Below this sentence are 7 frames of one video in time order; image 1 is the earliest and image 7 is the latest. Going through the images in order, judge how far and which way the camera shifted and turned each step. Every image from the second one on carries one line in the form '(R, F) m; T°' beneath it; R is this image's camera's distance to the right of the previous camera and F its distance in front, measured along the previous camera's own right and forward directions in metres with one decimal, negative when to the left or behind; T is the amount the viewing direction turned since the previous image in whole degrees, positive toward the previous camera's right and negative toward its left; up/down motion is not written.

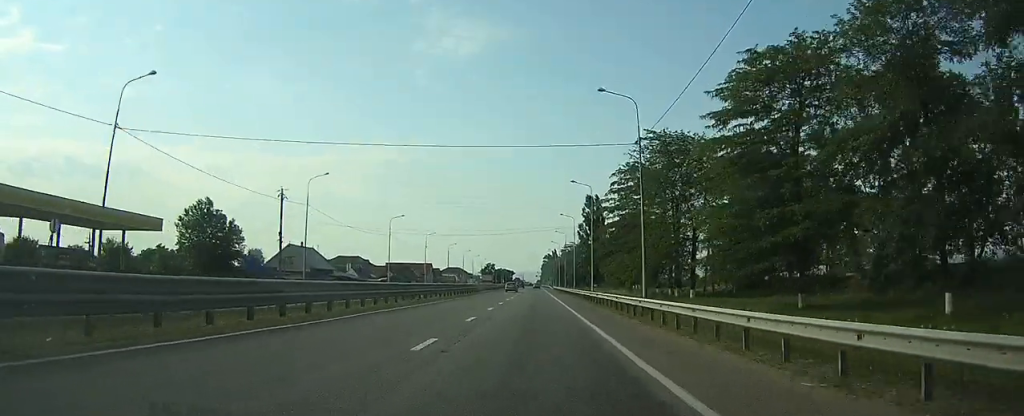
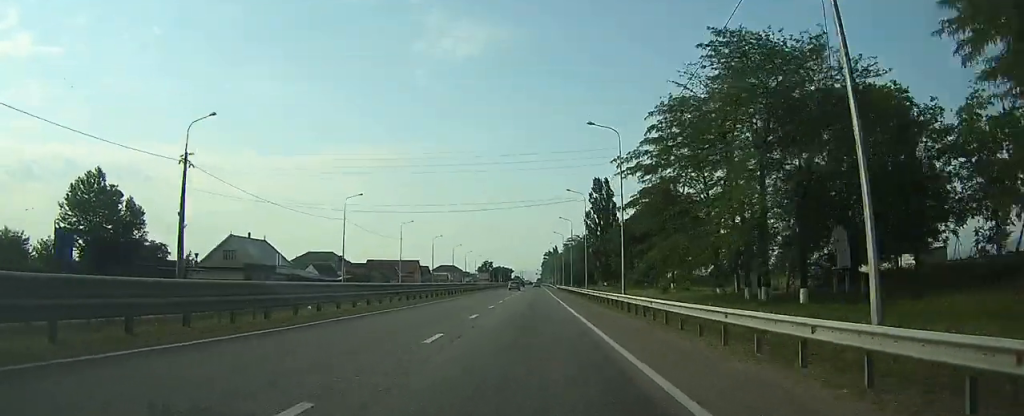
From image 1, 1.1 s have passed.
(0.0, +22.7) m; 0°
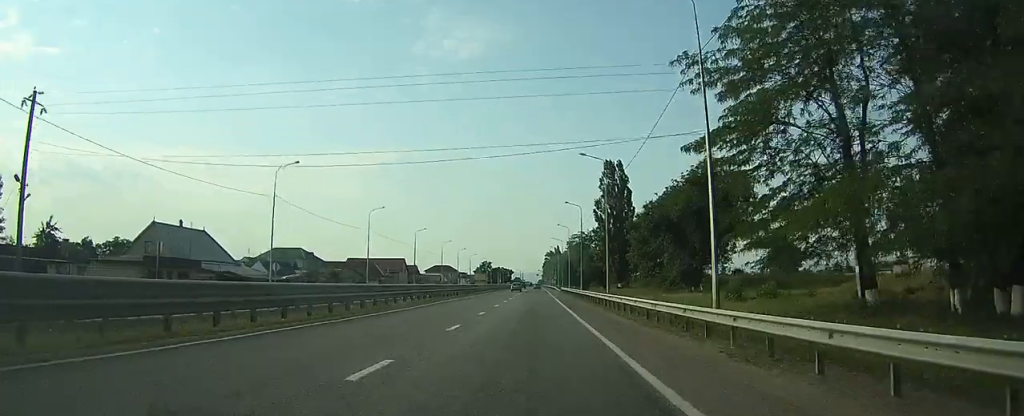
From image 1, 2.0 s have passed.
(0.0, +20.6) m; 0°
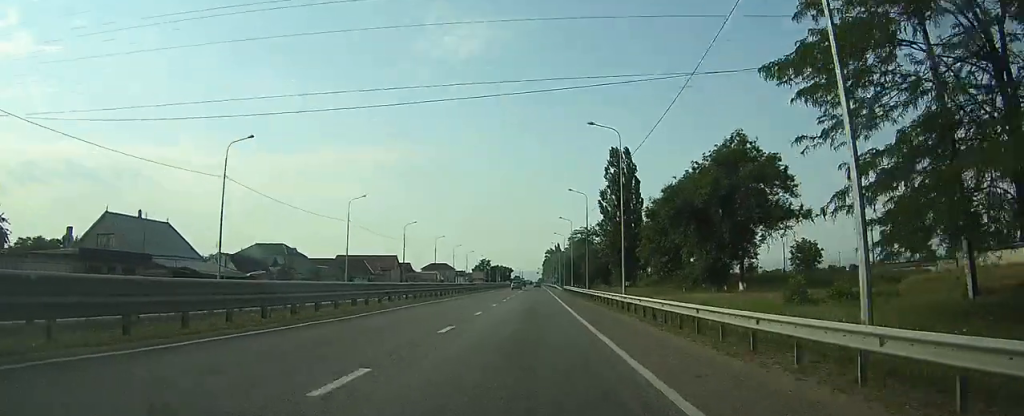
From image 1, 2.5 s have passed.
(0.0, +9.2) m; 0°
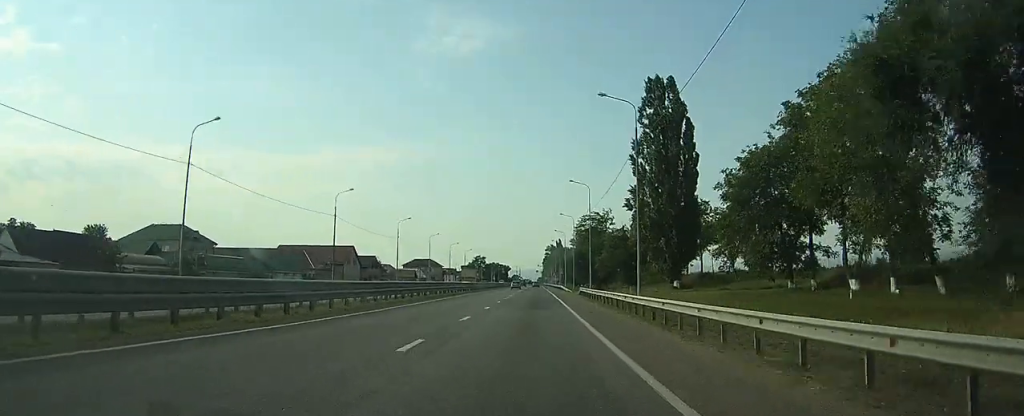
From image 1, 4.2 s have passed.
(0.0, +36.3) m; 0°
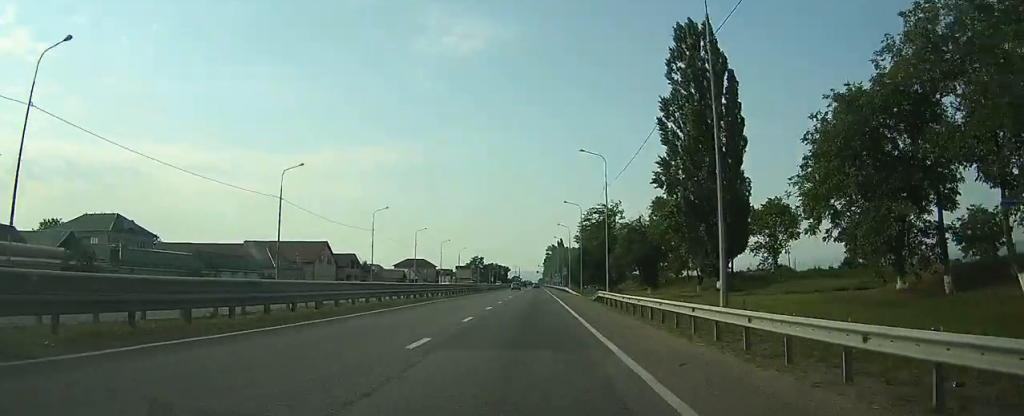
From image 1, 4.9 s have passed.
(0.0, +15.6) m; 0°
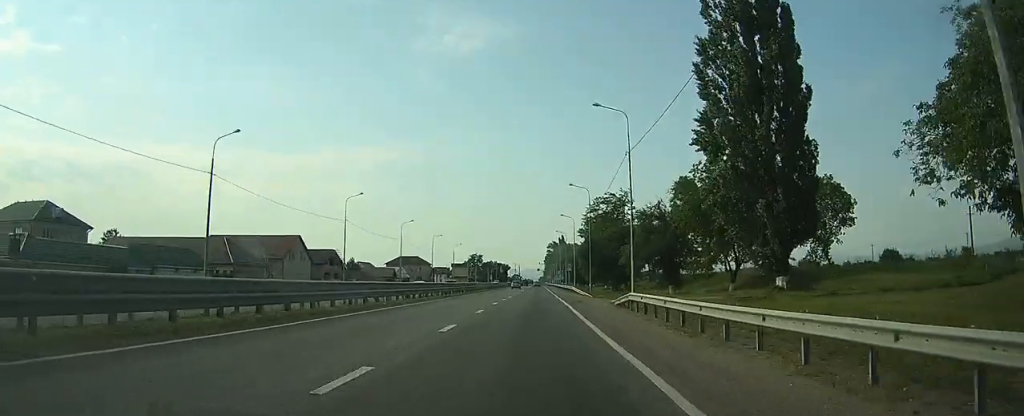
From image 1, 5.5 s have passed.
(0.0, +12.7) m; 0°
